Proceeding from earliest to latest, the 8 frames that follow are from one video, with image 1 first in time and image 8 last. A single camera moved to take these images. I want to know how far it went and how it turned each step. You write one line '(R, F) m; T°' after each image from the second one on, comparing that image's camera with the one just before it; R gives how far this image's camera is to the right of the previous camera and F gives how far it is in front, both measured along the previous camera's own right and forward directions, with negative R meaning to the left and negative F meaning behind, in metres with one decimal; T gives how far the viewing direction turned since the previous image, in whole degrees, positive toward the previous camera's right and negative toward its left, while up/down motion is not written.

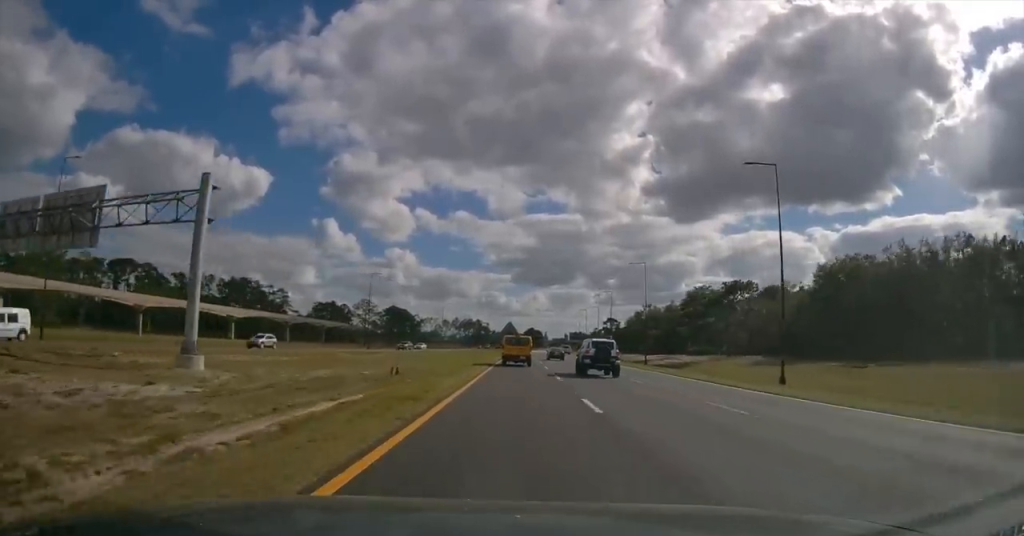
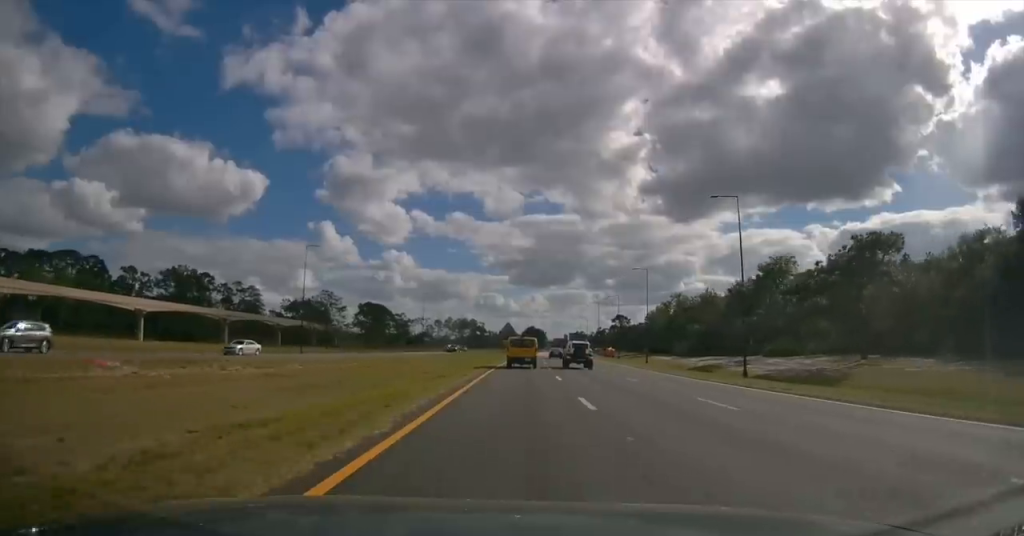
(+1.9, +35.6) m; +3°
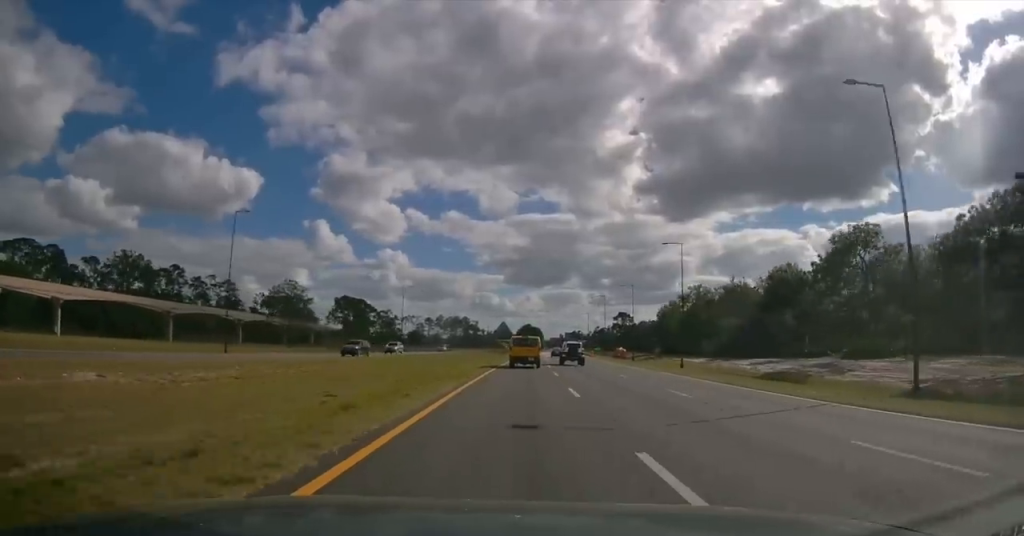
(-0.4, +21.2) m; -1°
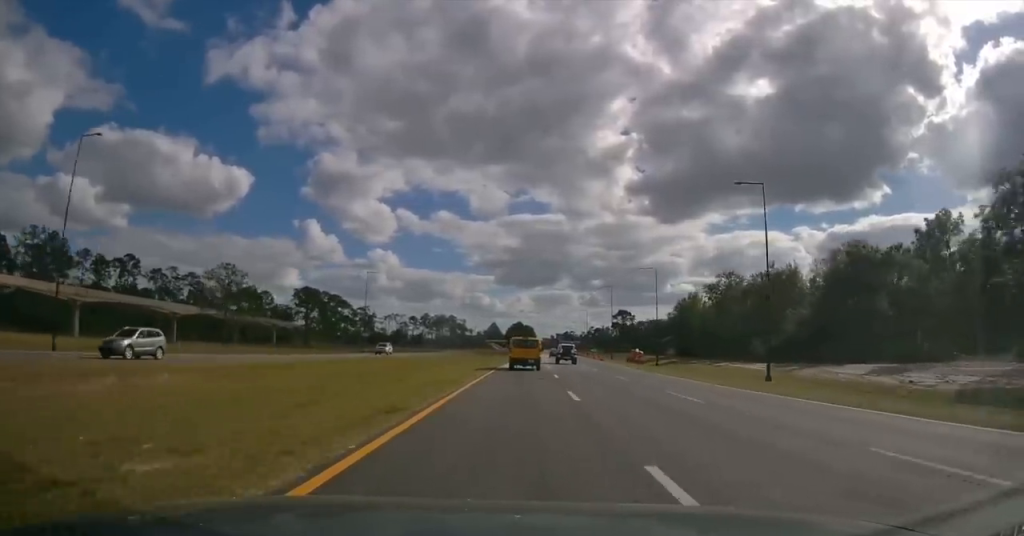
(+0.2, +25.3) m; +1°
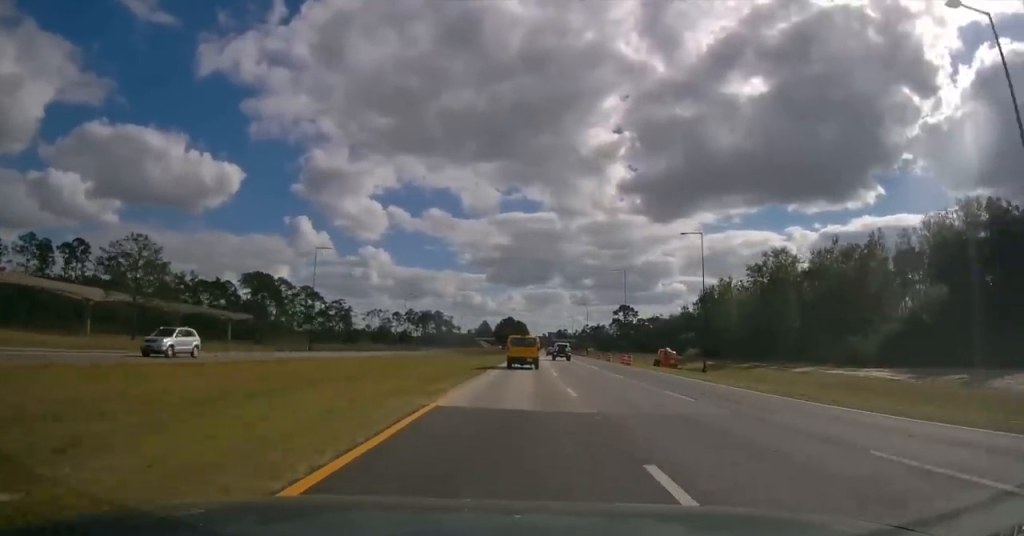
(+0.1, +24.7) m; 0°
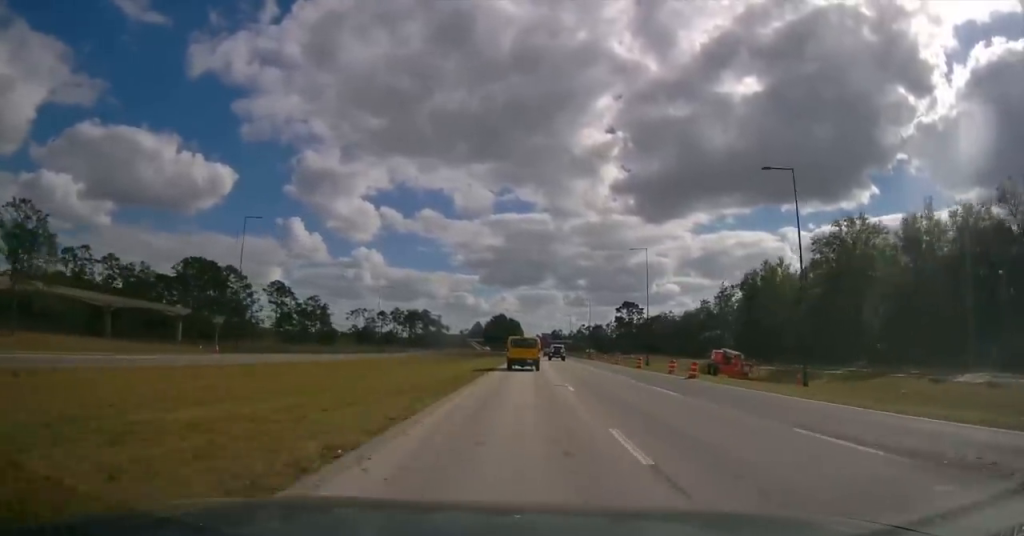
(+0.1, +22.0) m; +1°
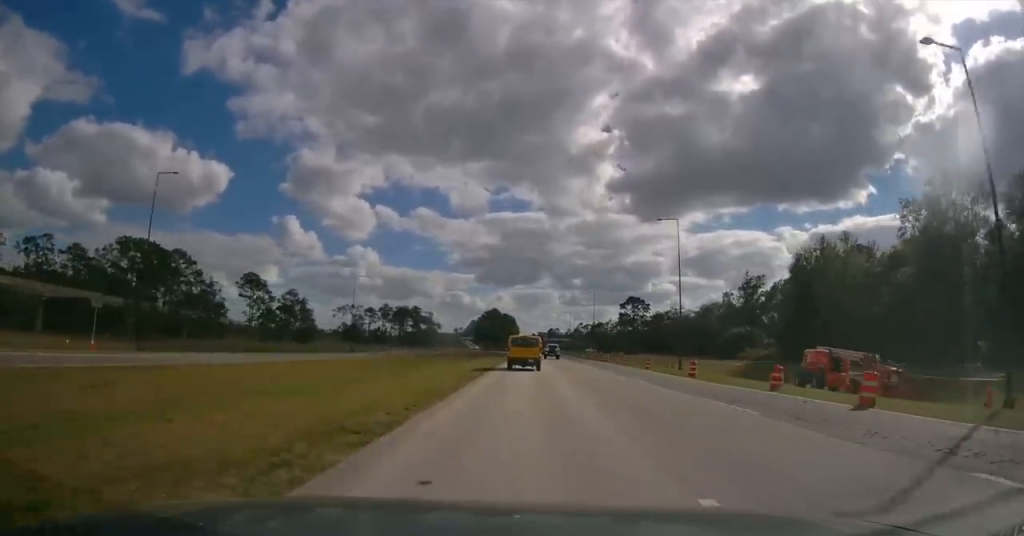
(+0.3, +17.3) m; 0°
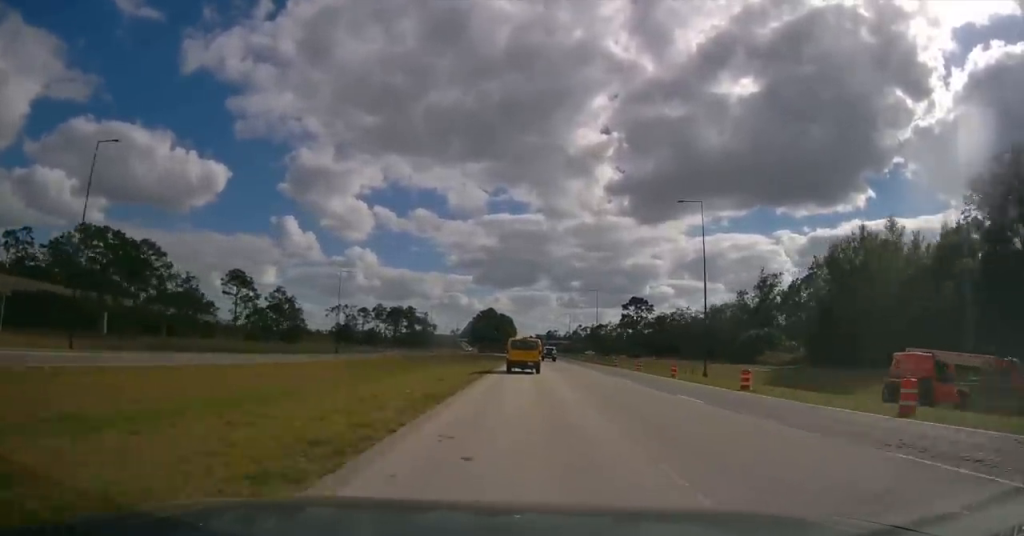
(-0.1, +8.7) m; 0°
